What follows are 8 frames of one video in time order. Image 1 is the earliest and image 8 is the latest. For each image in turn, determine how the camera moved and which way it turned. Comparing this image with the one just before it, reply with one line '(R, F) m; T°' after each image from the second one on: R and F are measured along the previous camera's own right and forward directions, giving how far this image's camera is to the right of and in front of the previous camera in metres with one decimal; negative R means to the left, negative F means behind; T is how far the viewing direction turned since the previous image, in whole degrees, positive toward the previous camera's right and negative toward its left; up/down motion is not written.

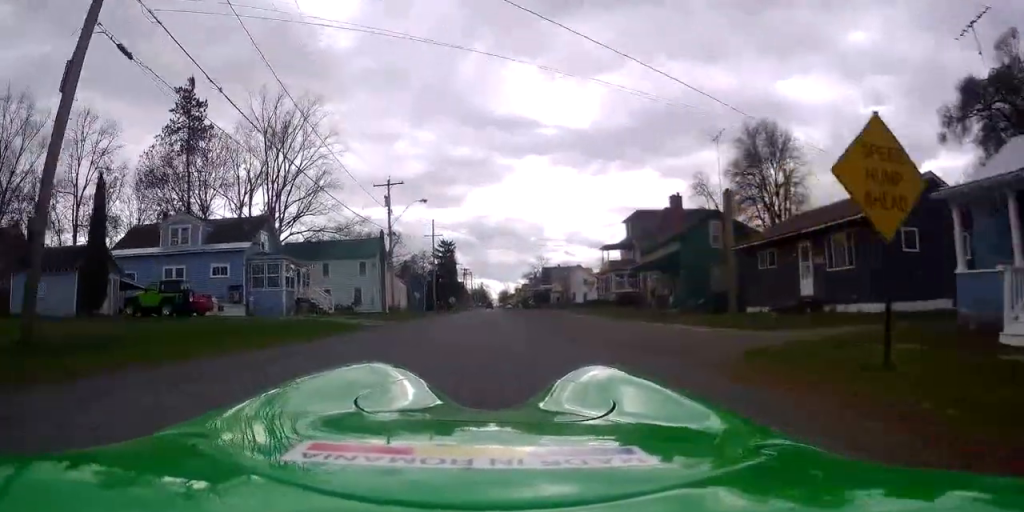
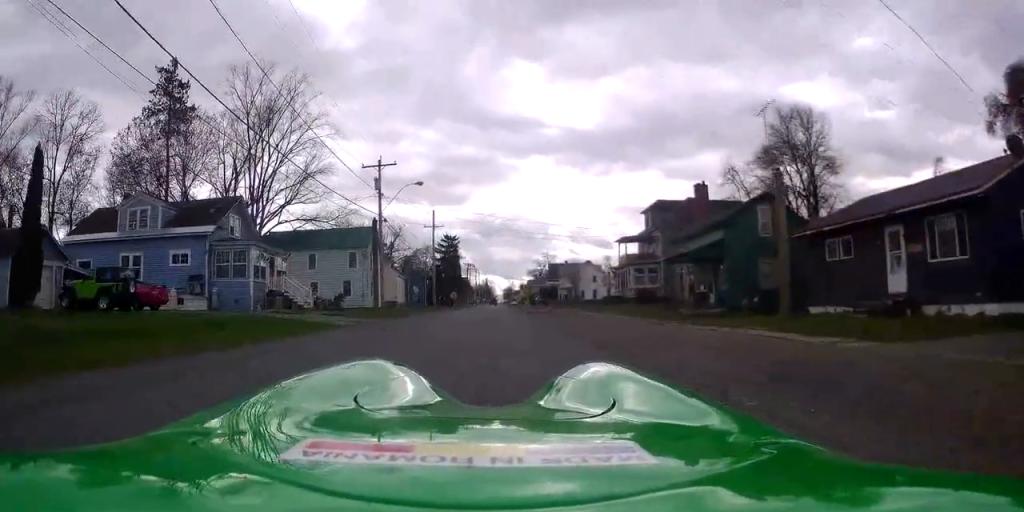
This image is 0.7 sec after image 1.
(-0.1, +6.1) m; +1°
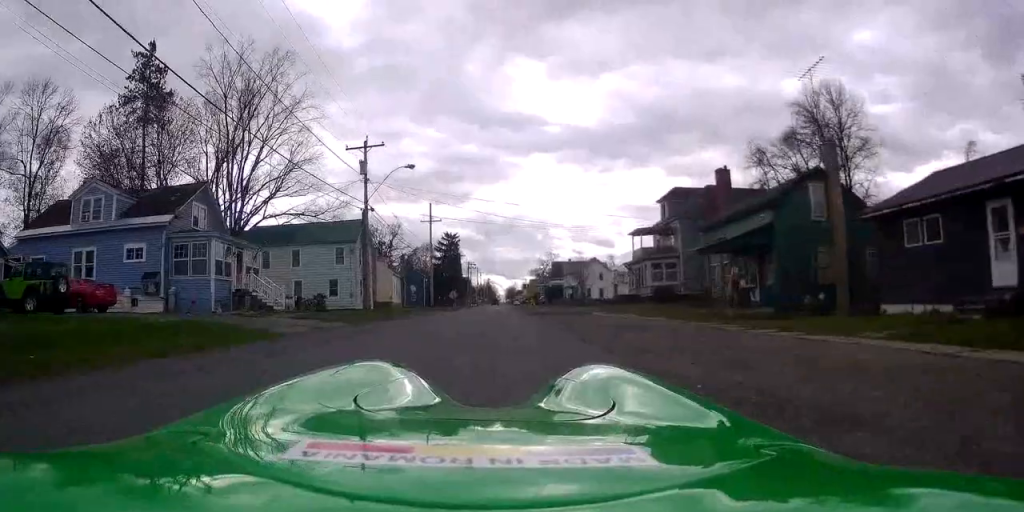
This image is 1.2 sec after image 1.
(-0.1, +4.8) m; +1°
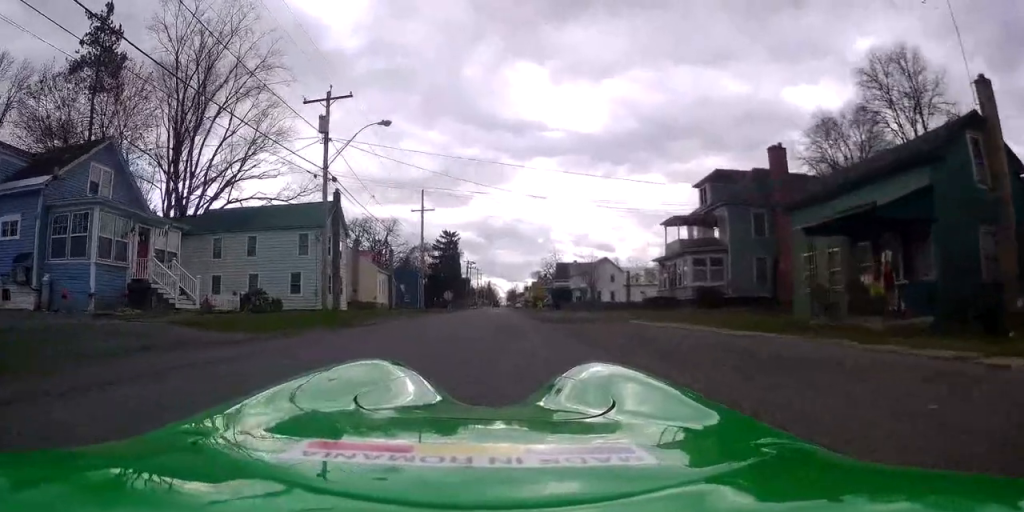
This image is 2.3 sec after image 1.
(+0.2, +9.7) m; -4°
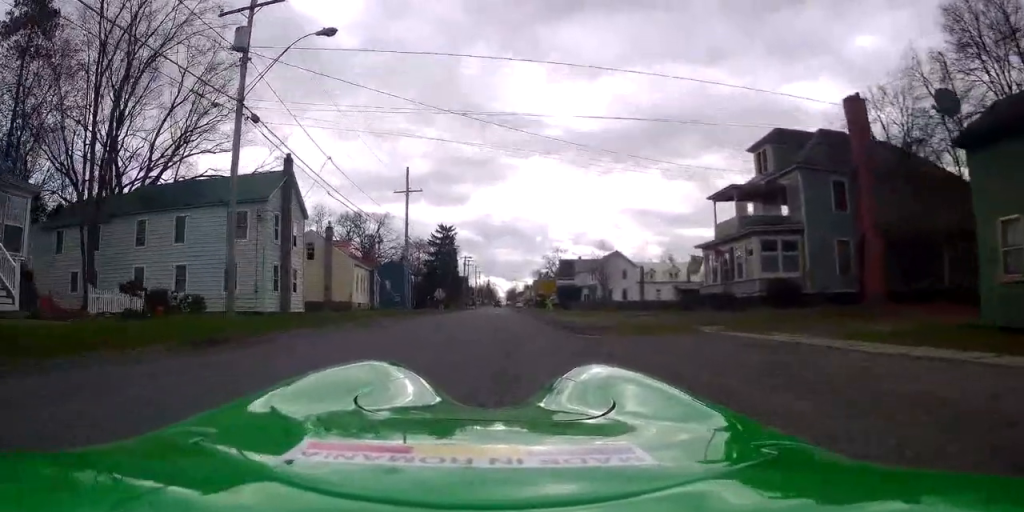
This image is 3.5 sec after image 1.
(-0.7, +9.9) m; -2°
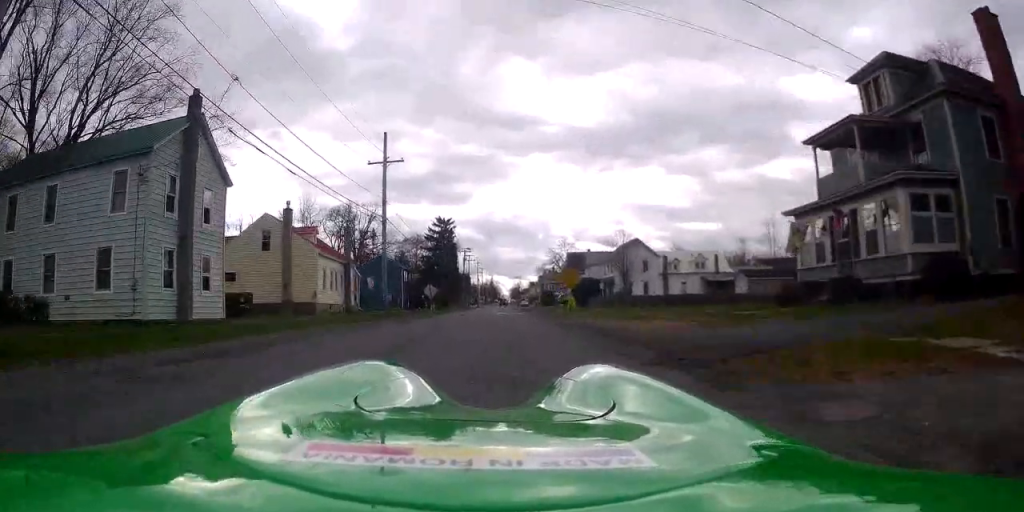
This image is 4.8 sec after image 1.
(+0.2, +10.8) m; -1°
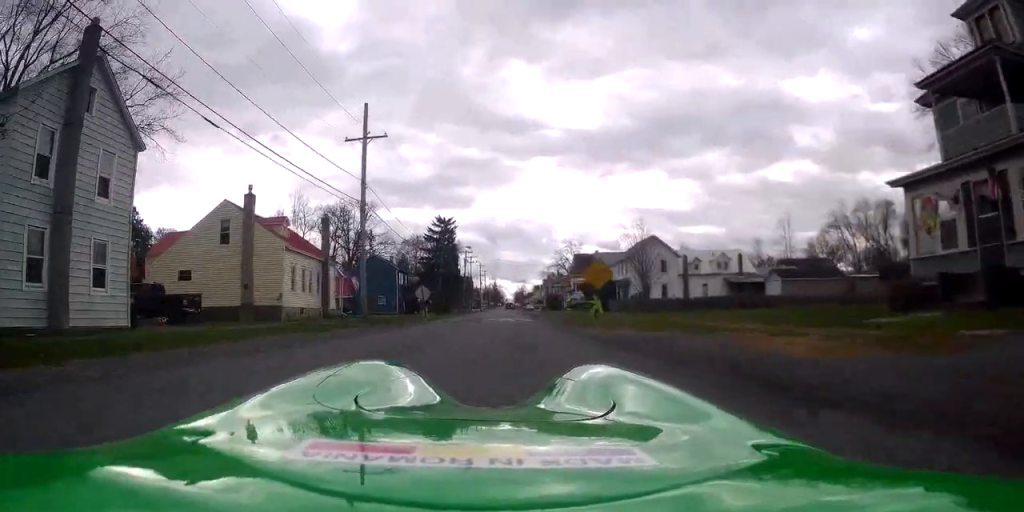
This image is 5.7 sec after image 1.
(-0.2, +6.9) m; -3°
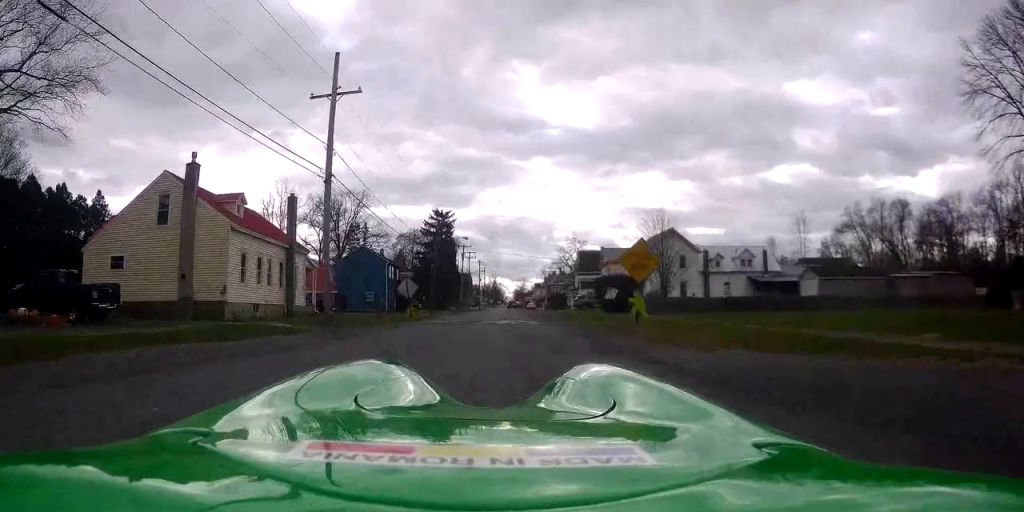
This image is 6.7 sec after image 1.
(-0.2, +7.4) m; -1°
